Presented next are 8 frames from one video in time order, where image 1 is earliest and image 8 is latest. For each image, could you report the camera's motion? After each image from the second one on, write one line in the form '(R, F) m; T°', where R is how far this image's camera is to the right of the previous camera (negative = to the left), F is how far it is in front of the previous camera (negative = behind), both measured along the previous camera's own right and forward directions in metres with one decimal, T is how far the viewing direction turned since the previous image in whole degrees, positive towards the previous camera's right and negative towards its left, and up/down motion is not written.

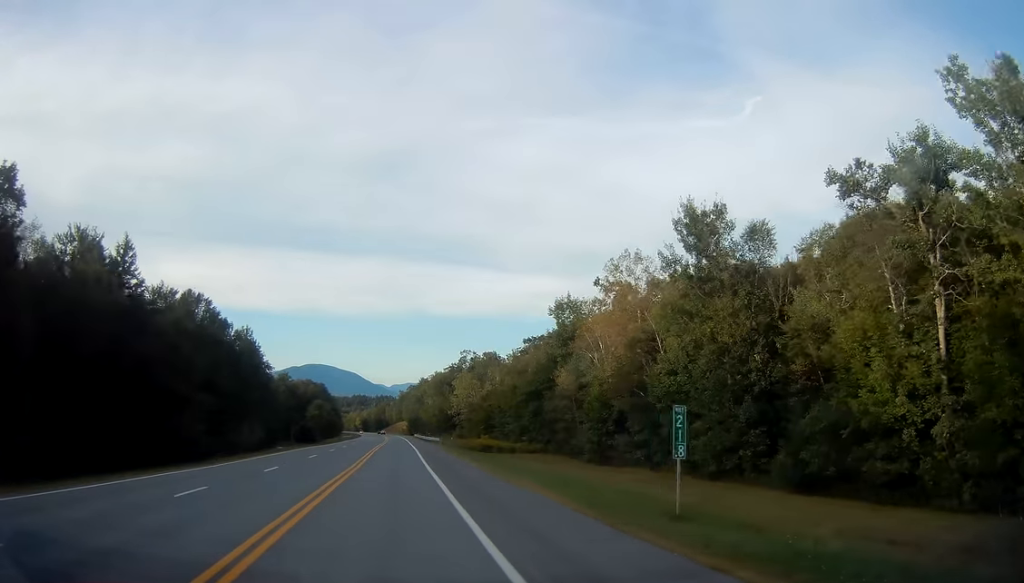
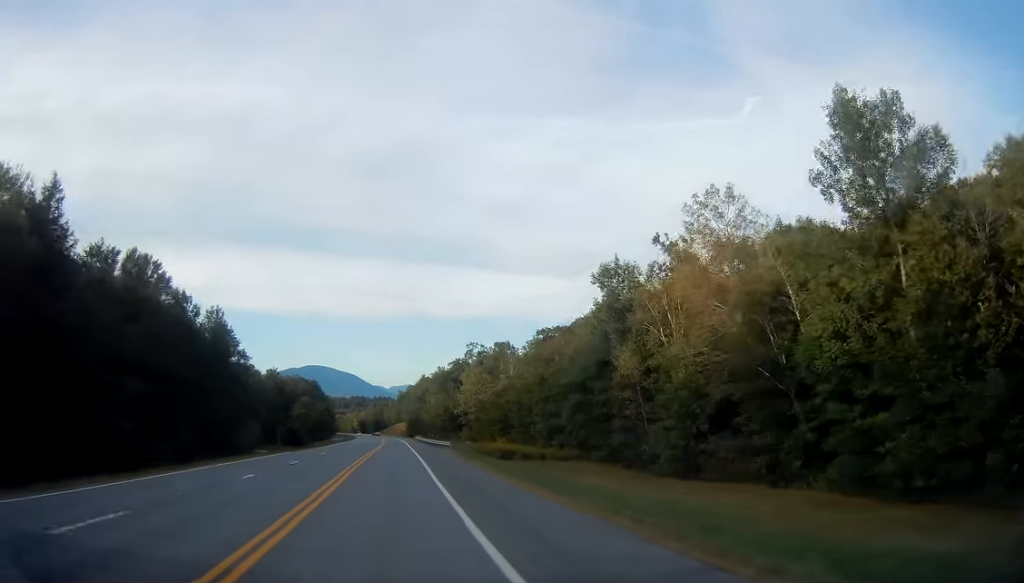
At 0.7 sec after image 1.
(+0.1, +18.3) m; 0°
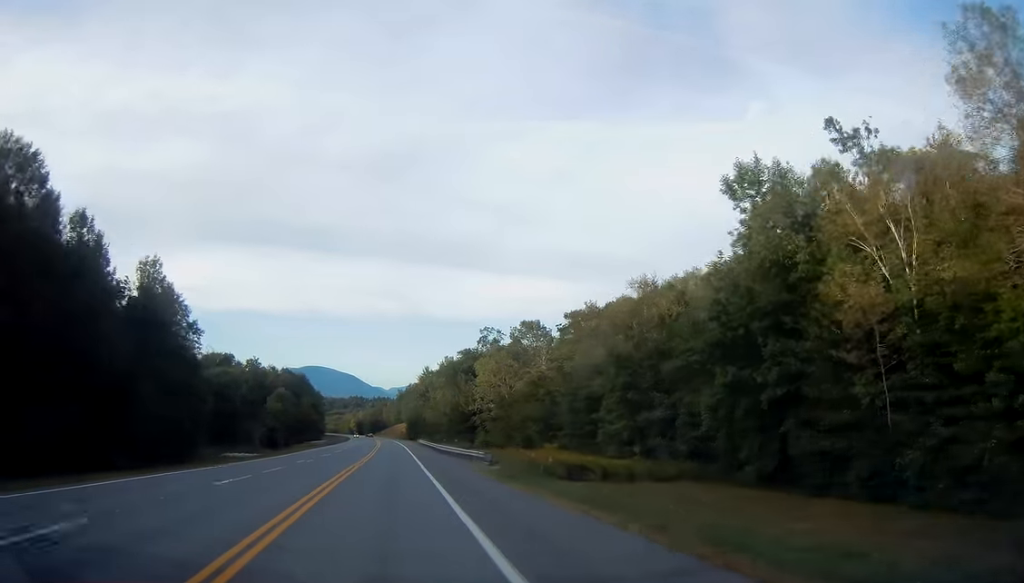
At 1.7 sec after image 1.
(-0.4, +26.3) m; 0°
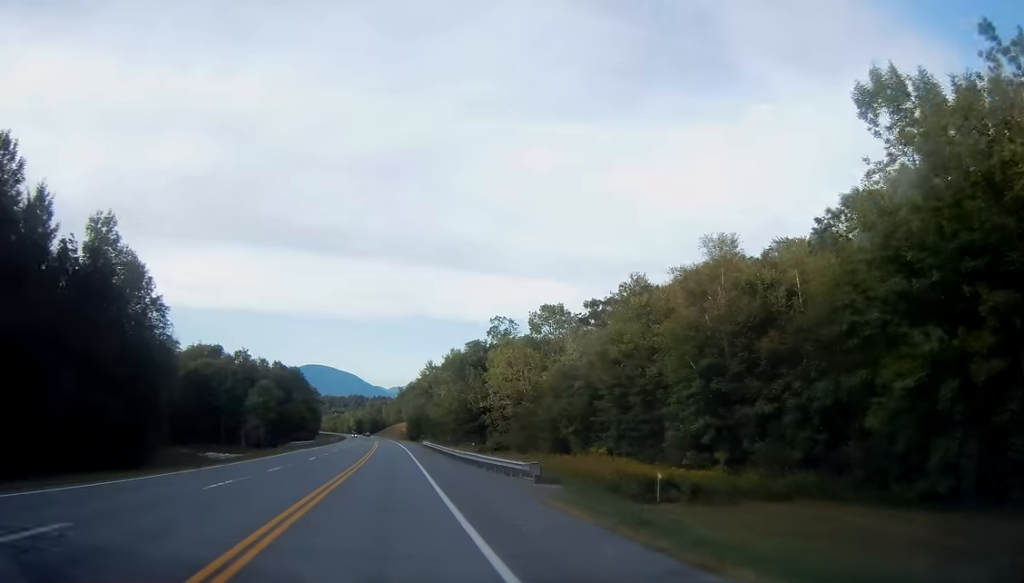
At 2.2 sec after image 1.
(+0.1, +13.3) m; 0°
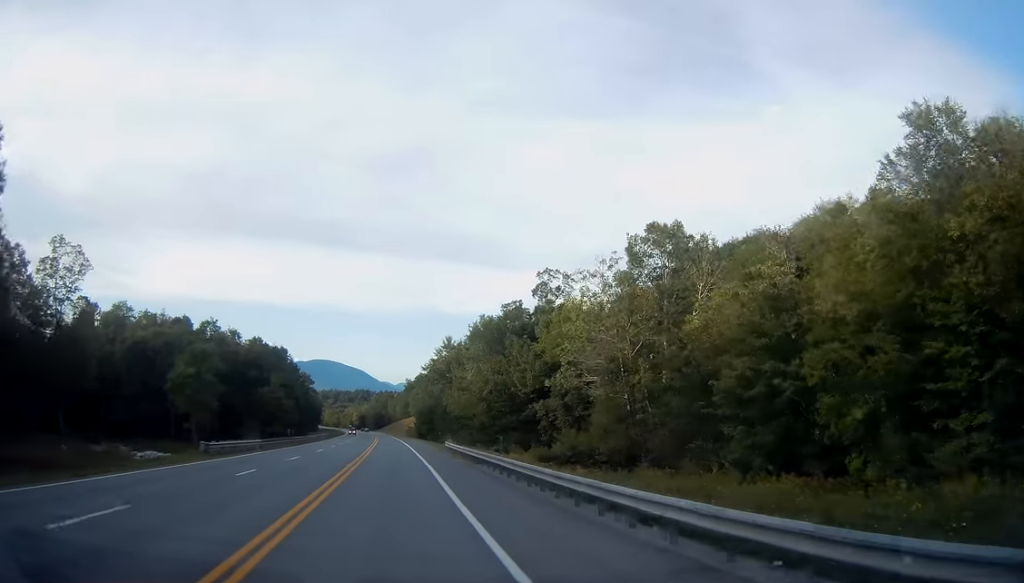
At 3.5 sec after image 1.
(+0.3, +34.5) m; 0°
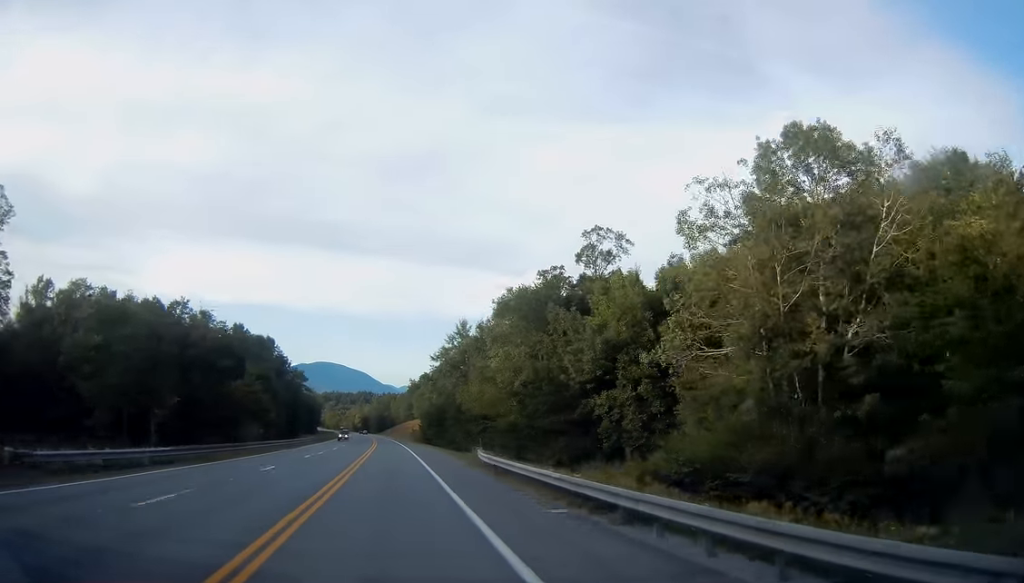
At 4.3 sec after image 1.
(-0.2, +20.3) m; -1°
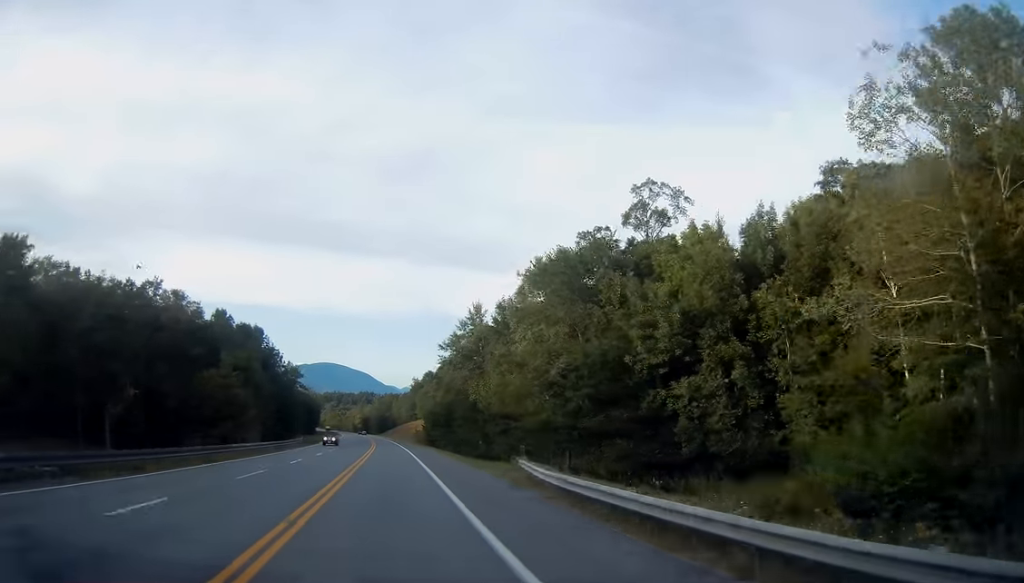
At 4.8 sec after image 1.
(-0.1, +14.1) m; 0°
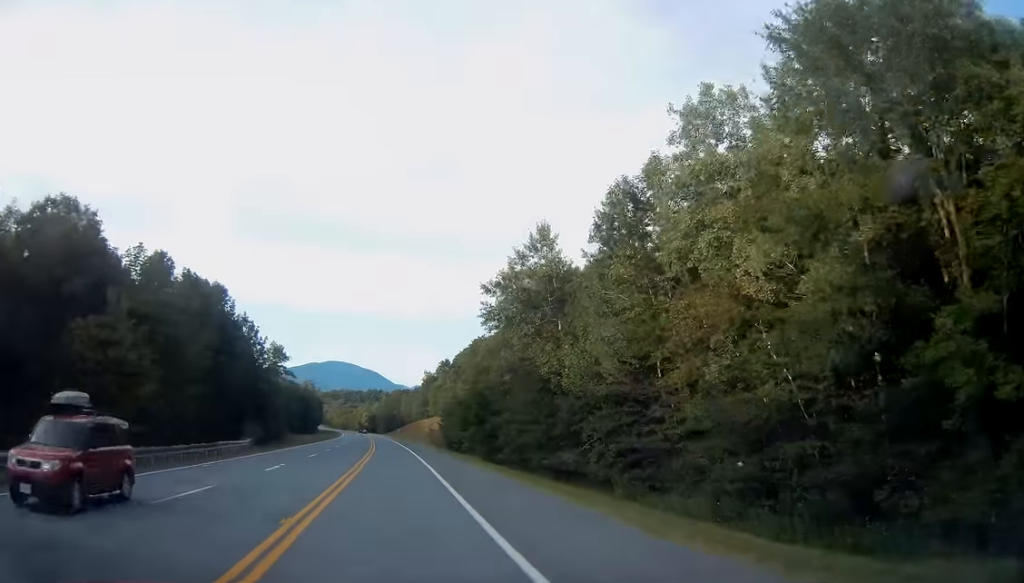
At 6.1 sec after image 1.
(0.0, +33.5) m; 0°
